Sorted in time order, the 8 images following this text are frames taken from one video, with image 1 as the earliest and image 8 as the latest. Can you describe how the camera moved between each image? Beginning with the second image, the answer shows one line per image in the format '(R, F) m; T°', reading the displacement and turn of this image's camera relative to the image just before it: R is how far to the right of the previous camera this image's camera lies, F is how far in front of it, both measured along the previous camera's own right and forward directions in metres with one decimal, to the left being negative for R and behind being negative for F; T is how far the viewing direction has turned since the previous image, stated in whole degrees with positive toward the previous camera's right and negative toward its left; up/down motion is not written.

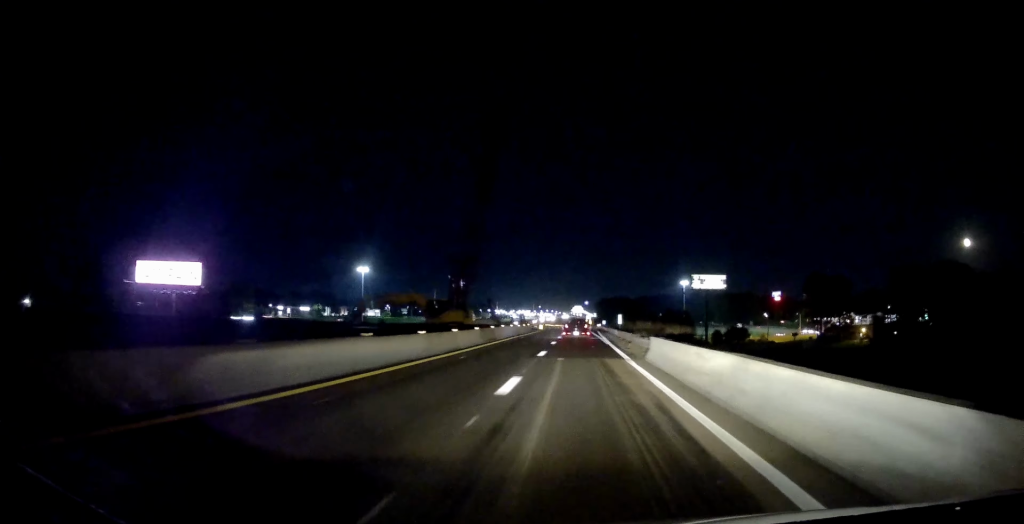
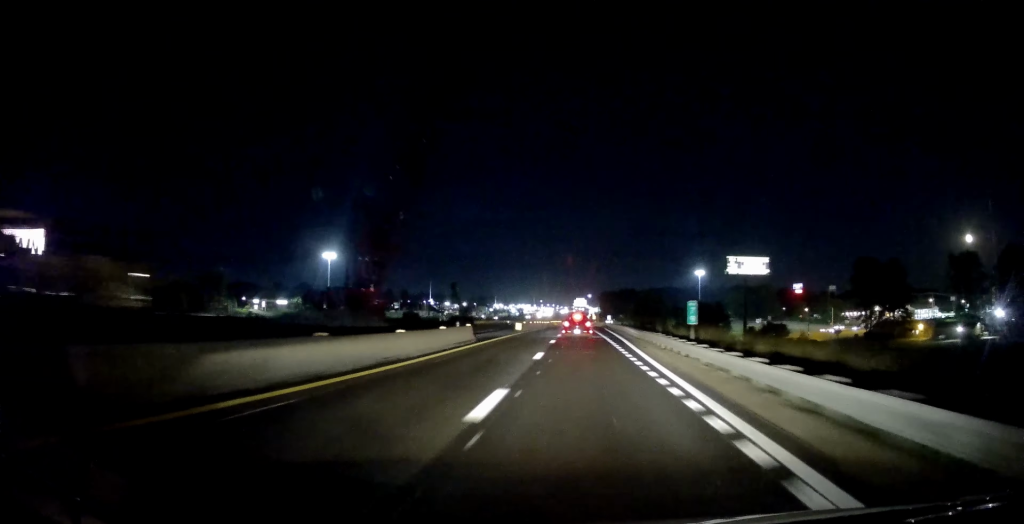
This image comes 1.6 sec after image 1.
(+0.5, +39.7) m; +1°
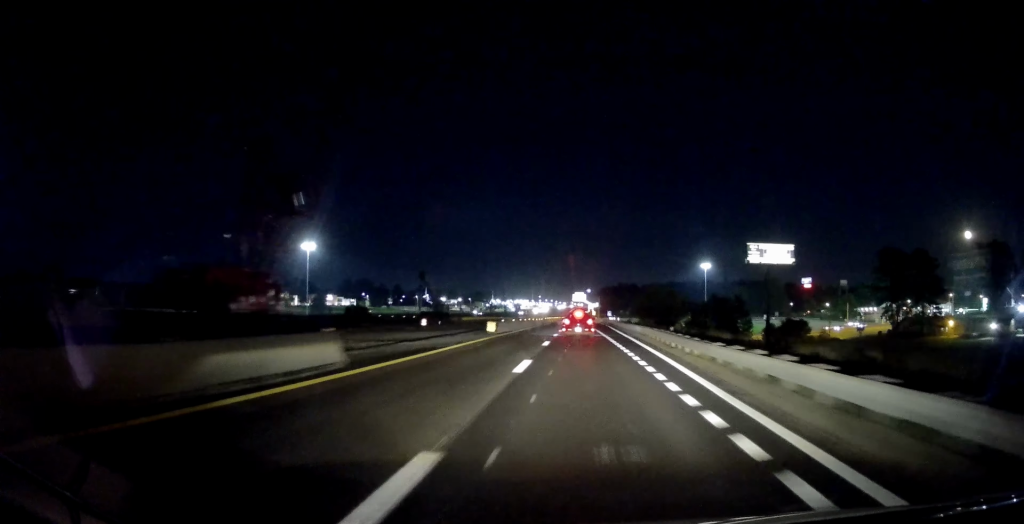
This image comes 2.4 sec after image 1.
(-0.2, +19.2) m; 0°
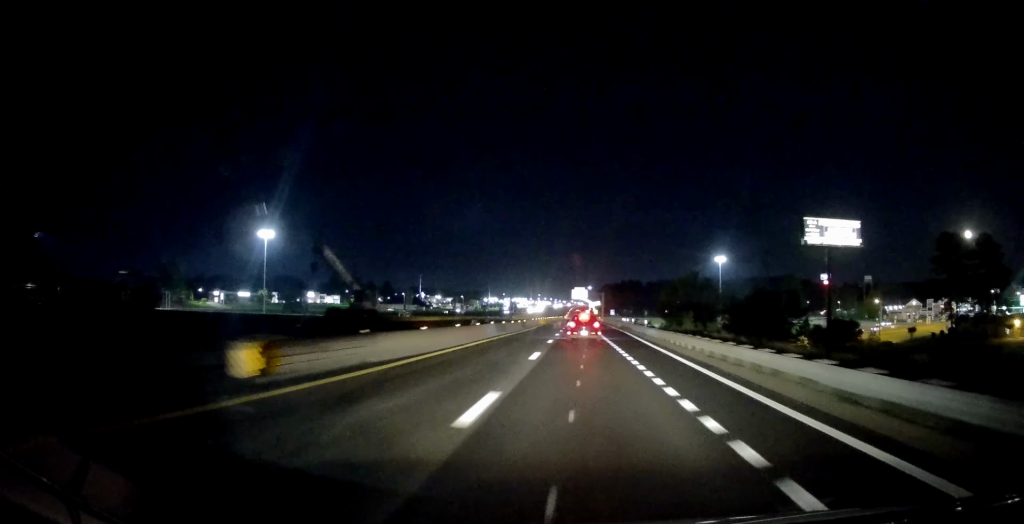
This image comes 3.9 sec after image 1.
(+0.3, +32.6) m; +1°
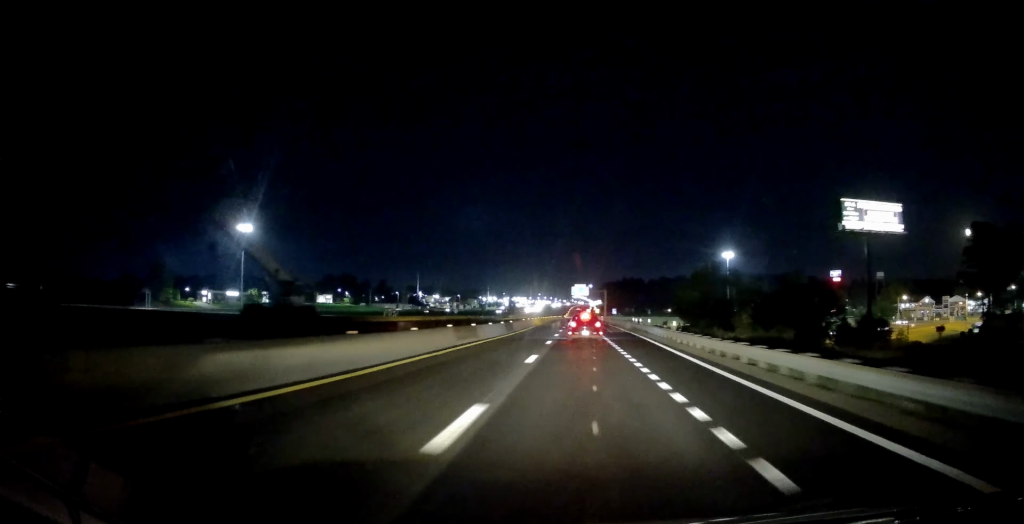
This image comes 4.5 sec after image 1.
(0.0, +14.5) m; 0°
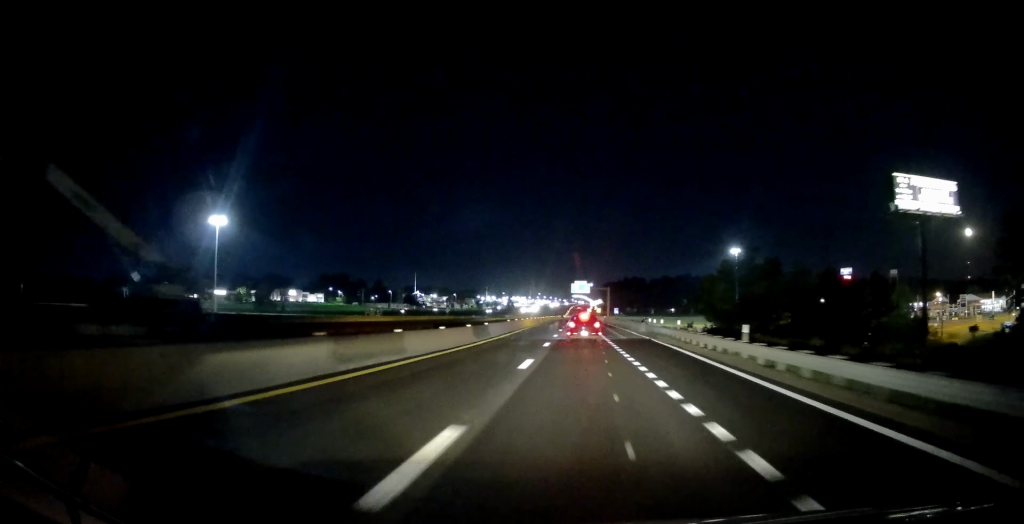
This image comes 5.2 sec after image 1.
(0.0, +14.4) m; 0°
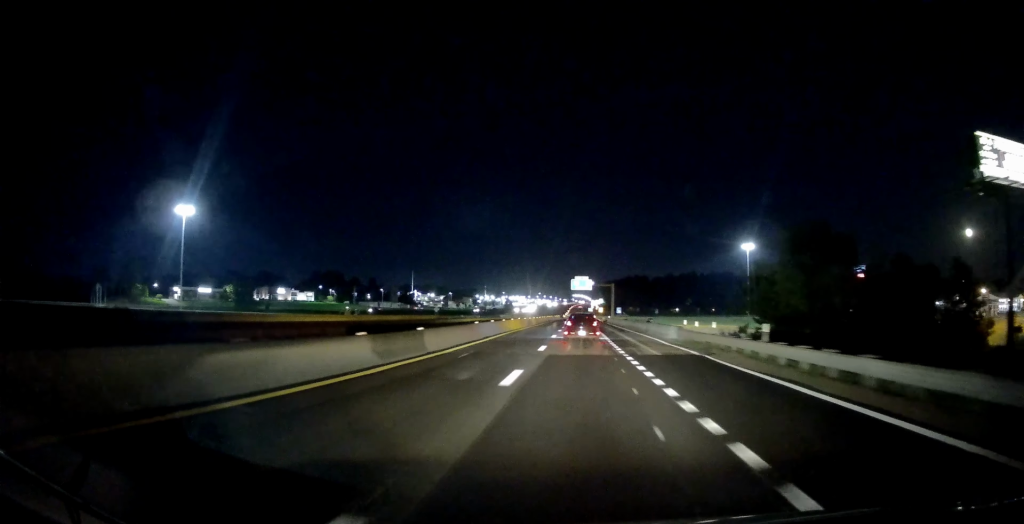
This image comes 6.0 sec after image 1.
(-0.1, +16.1) m; -1°
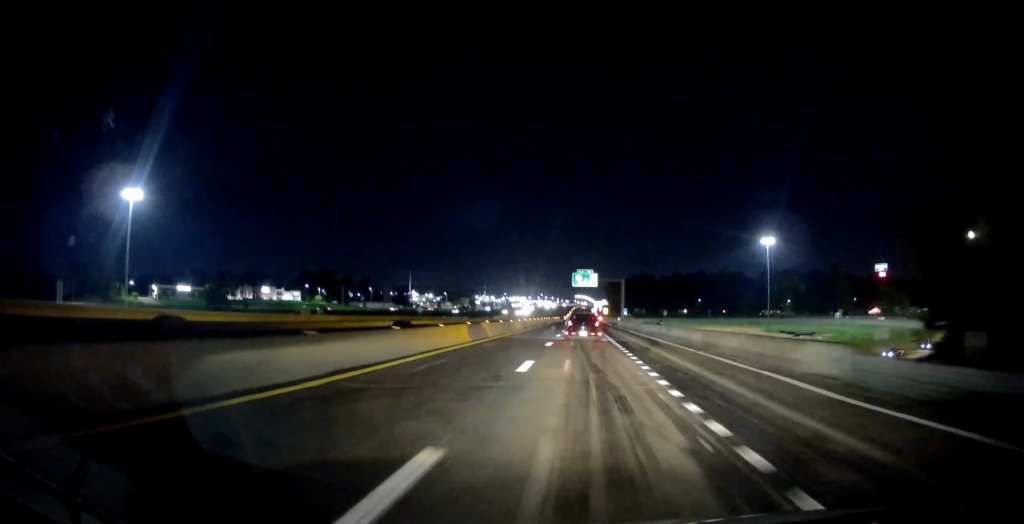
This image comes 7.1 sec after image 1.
(-0.2, +21.7) m; +1°
